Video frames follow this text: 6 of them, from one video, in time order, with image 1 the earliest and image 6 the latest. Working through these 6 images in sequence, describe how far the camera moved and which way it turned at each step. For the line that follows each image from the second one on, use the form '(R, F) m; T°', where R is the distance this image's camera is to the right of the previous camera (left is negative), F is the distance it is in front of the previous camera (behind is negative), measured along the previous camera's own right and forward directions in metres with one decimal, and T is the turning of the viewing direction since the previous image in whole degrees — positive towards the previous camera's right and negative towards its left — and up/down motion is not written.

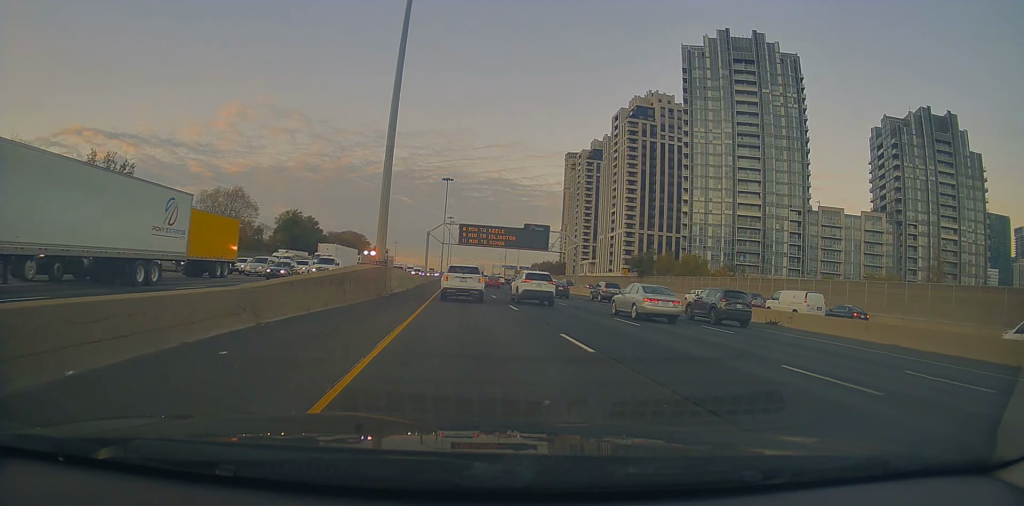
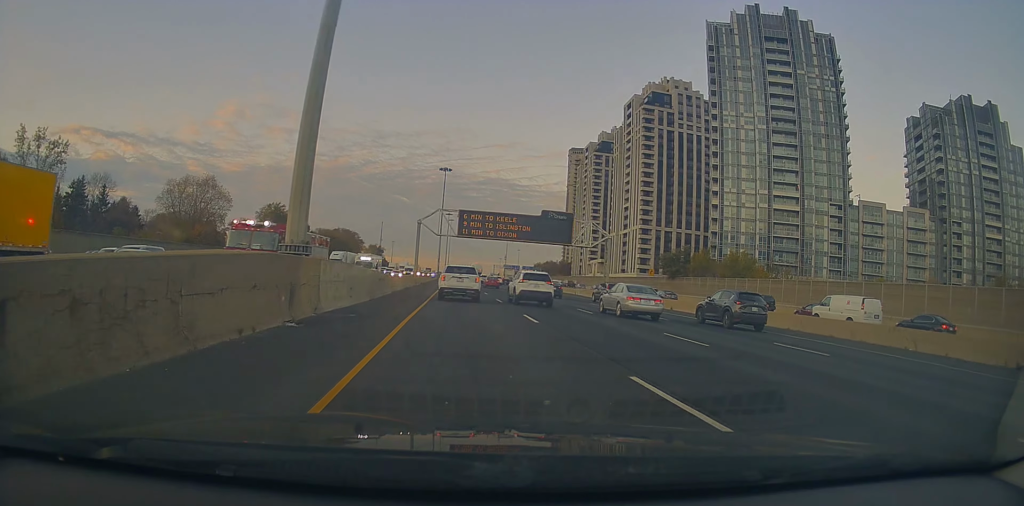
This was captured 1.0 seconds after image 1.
(-0.1, +17.6) m; -1°
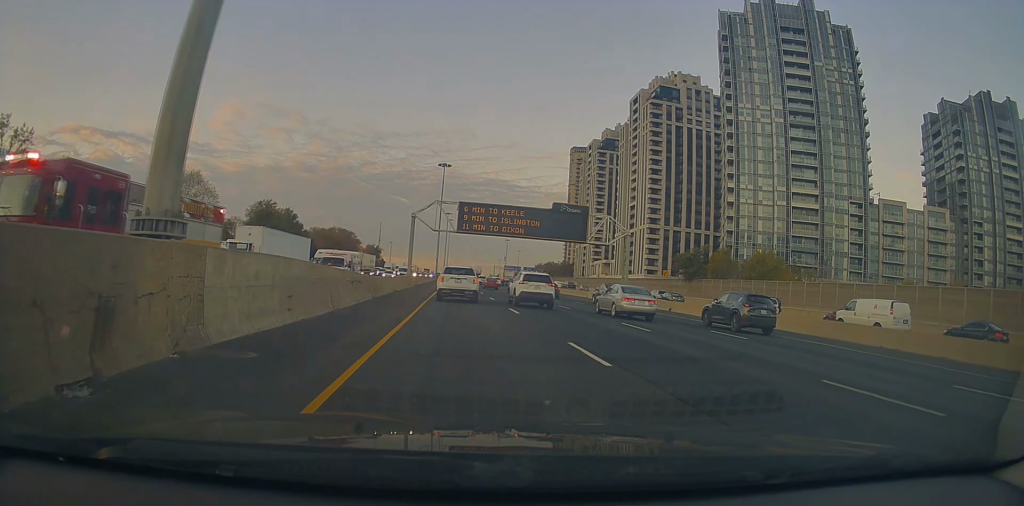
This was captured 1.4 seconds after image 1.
(-0.1, +7.7) m; 0°
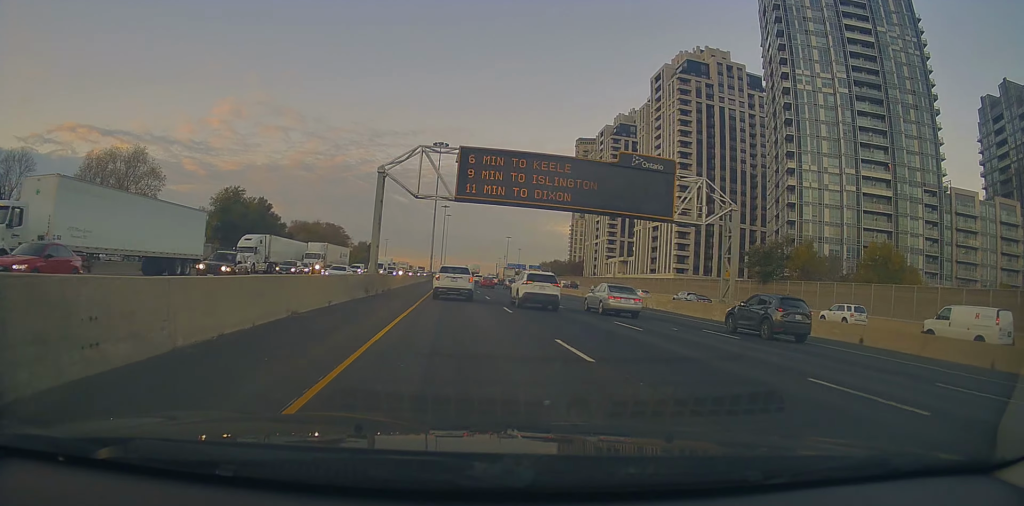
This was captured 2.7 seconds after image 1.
(+0.2, +24.1) m; +1°
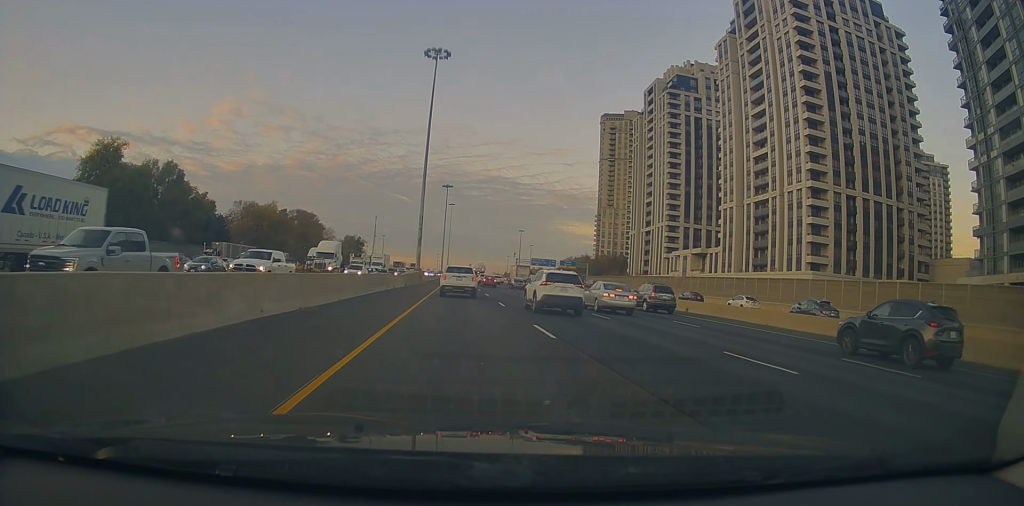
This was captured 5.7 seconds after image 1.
(0.0, +57.8) m; 0°
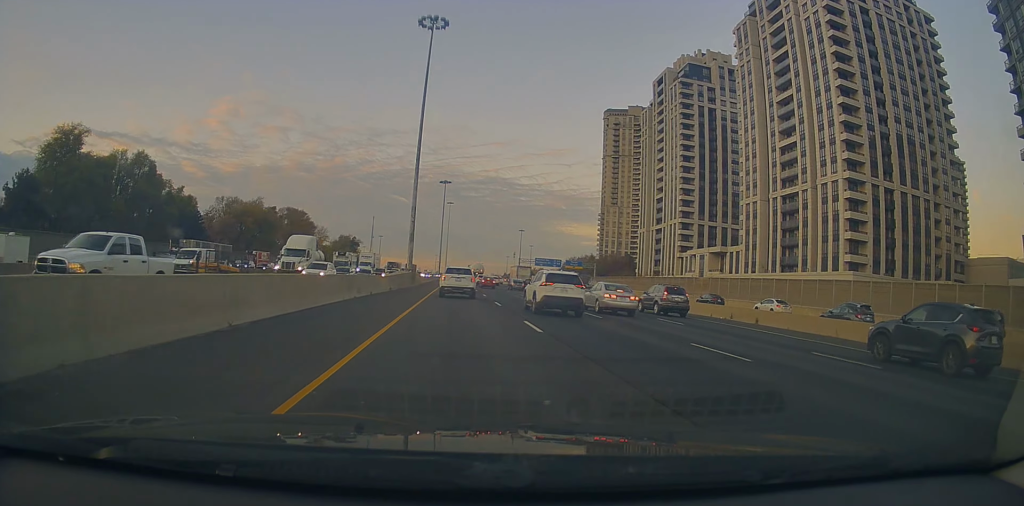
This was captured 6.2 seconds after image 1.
(-0.3, +10.8) m; 0°
